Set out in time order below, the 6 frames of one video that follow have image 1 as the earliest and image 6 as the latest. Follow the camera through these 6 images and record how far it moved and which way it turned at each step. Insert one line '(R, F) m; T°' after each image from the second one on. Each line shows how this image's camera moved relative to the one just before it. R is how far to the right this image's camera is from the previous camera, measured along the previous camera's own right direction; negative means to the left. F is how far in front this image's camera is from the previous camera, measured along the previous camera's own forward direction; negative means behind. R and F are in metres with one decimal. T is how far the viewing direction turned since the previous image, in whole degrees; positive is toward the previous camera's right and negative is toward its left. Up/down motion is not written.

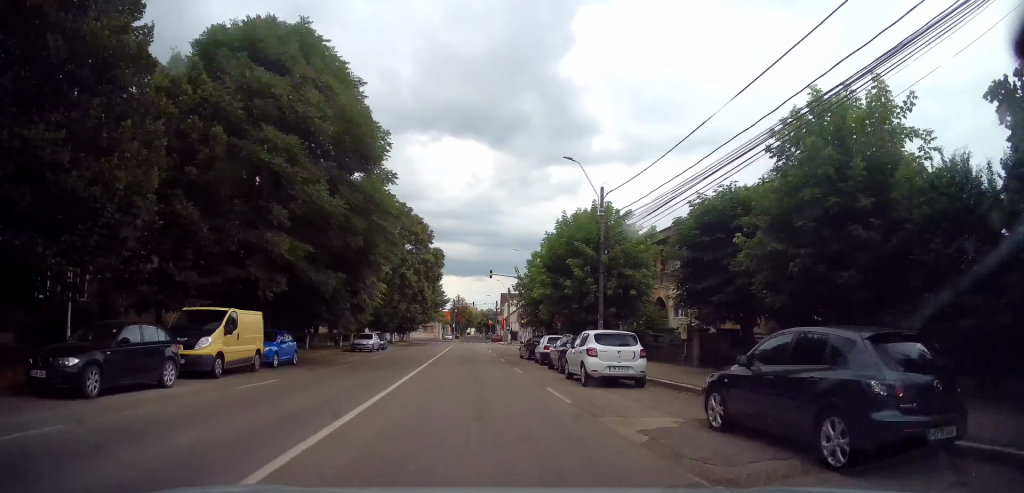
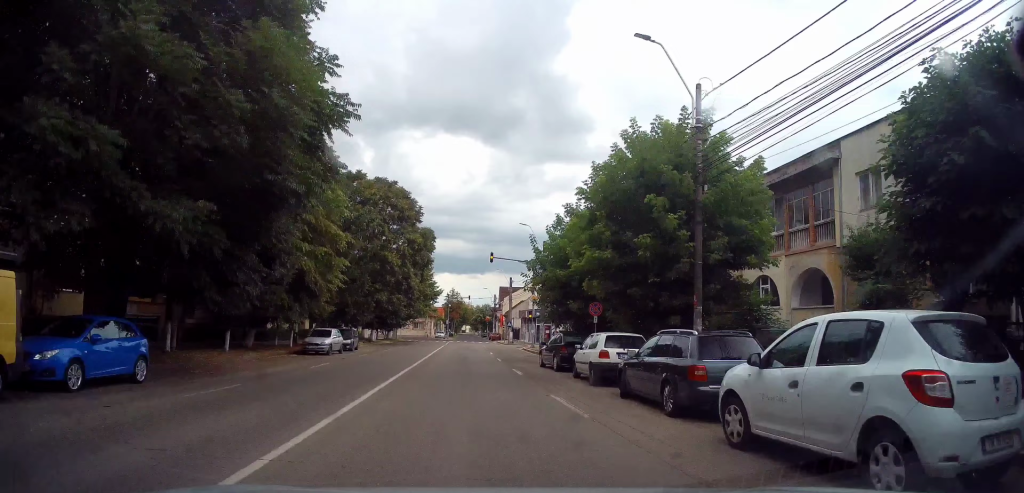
(+0.1, +11.1) m; +1°
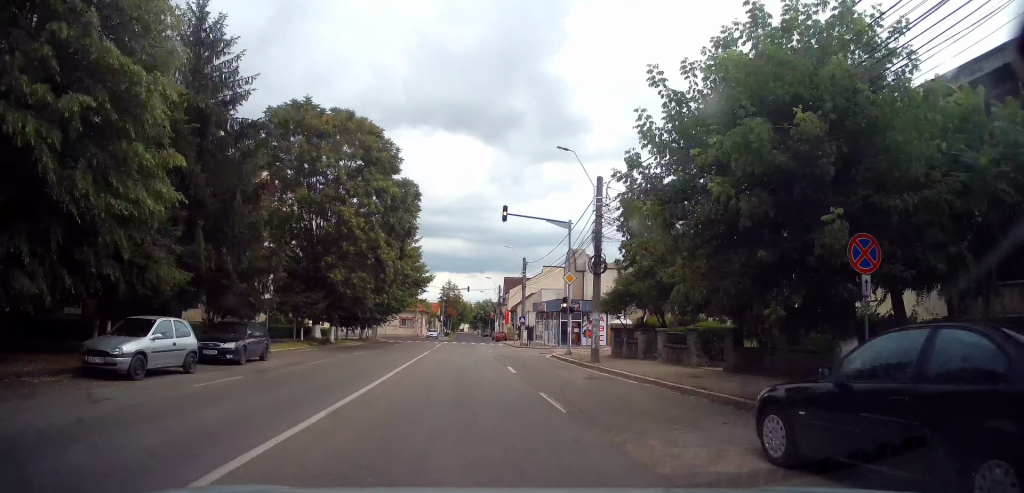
(-0.4, +17.1) m; 0°
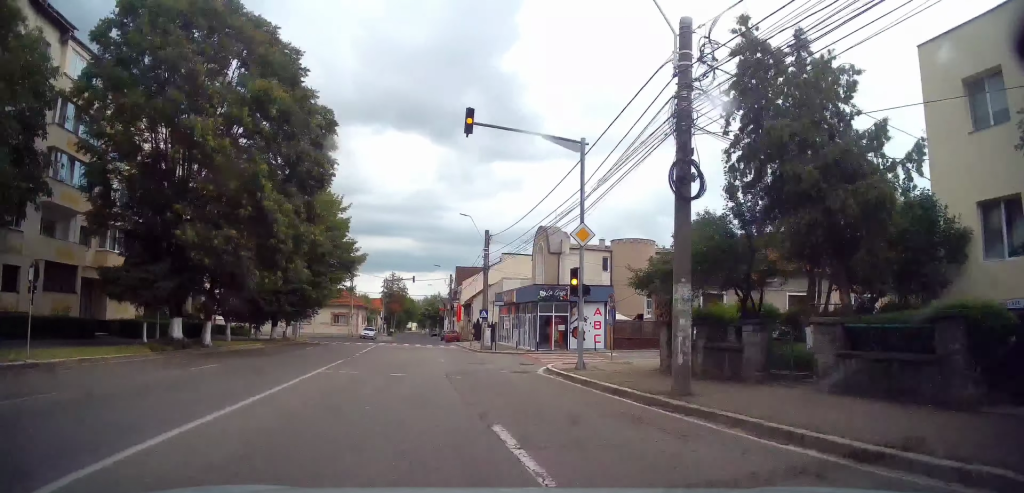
(+1.0, +13.1) m; +6°
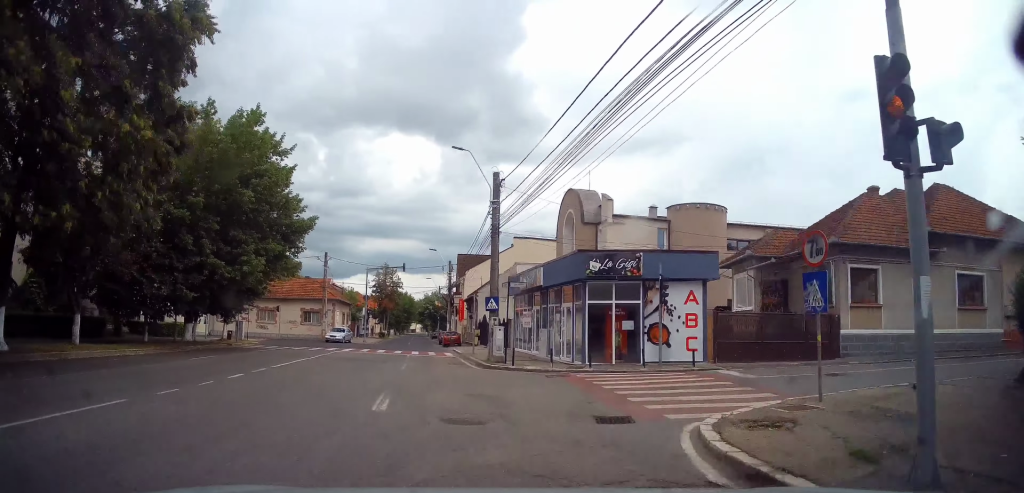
(-0.5, +12.3) m; -4°
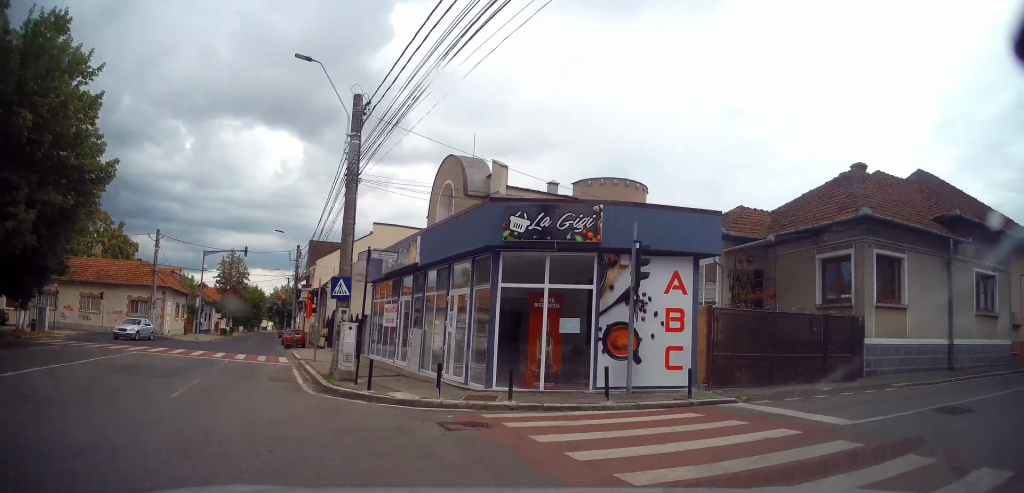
(+0.9, +7.0) m; +27°
